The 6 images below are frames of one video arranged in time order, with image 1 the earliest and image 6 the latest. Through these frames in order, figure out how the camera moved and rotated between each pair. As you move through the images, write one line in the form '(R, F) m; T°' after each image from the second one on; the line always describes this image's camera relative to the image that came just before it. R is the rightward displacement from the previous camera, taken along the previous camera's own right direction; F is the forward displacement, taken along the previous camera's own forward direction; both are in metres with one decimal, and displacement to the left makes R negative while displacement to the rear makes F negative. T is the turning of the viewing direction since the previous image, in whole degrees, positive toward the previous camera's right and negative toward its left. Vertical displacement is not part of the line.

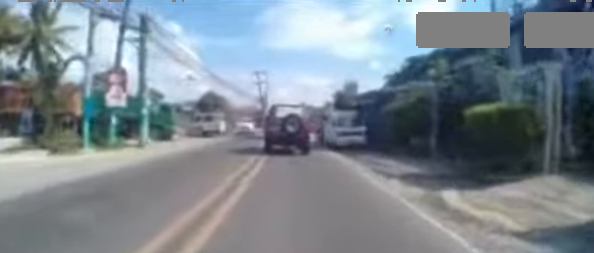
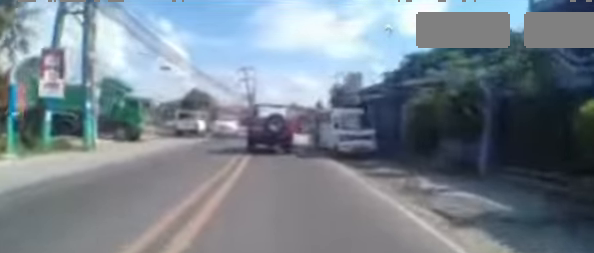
(0.0, +3.7) m; -3°
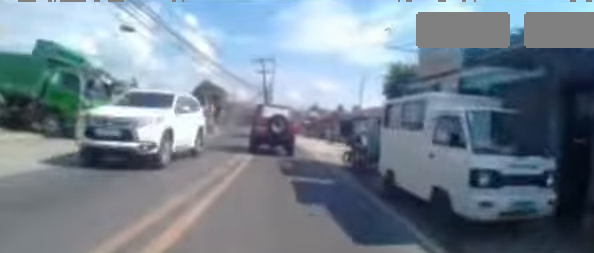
(-0.3, +7.1) m; 0°
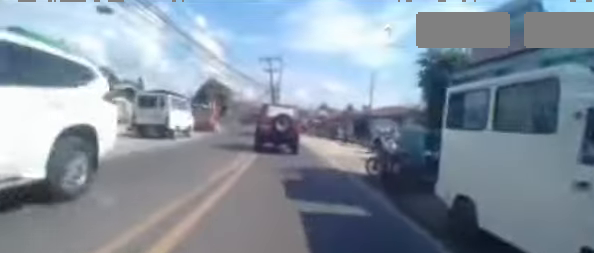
(+0.2, +2.5) m; 0°
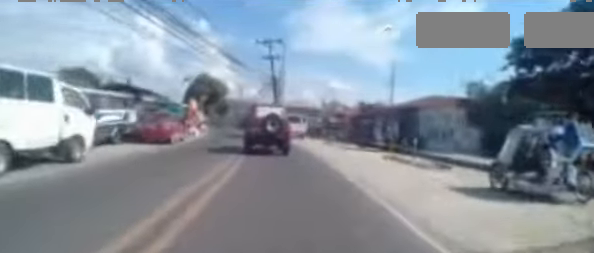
(-0.4, +9.8) m; -5°
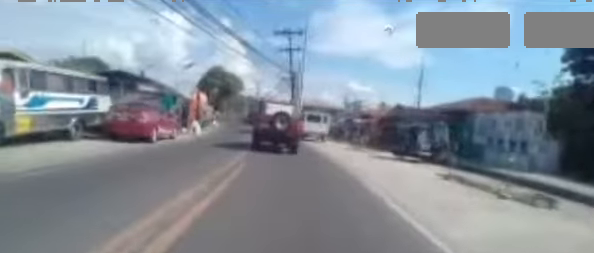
(0.0, +4.0) m; 0°
